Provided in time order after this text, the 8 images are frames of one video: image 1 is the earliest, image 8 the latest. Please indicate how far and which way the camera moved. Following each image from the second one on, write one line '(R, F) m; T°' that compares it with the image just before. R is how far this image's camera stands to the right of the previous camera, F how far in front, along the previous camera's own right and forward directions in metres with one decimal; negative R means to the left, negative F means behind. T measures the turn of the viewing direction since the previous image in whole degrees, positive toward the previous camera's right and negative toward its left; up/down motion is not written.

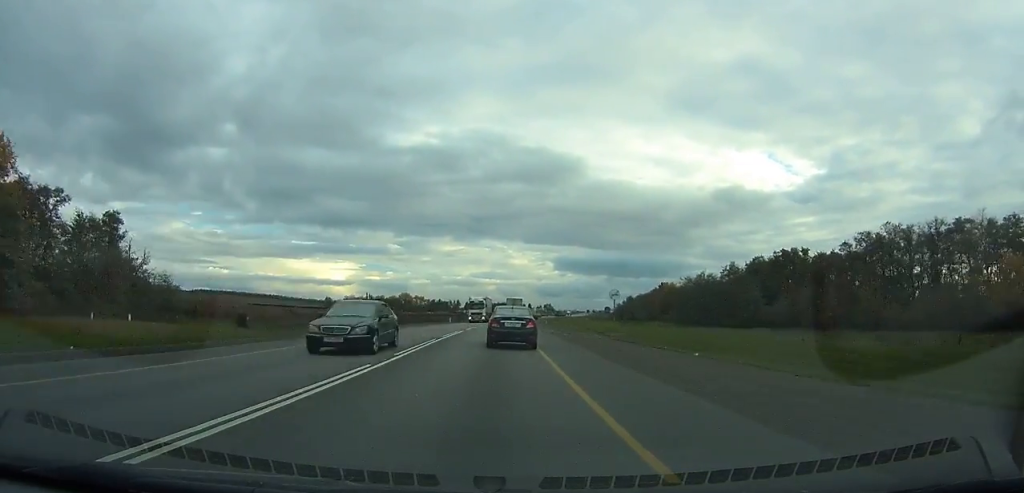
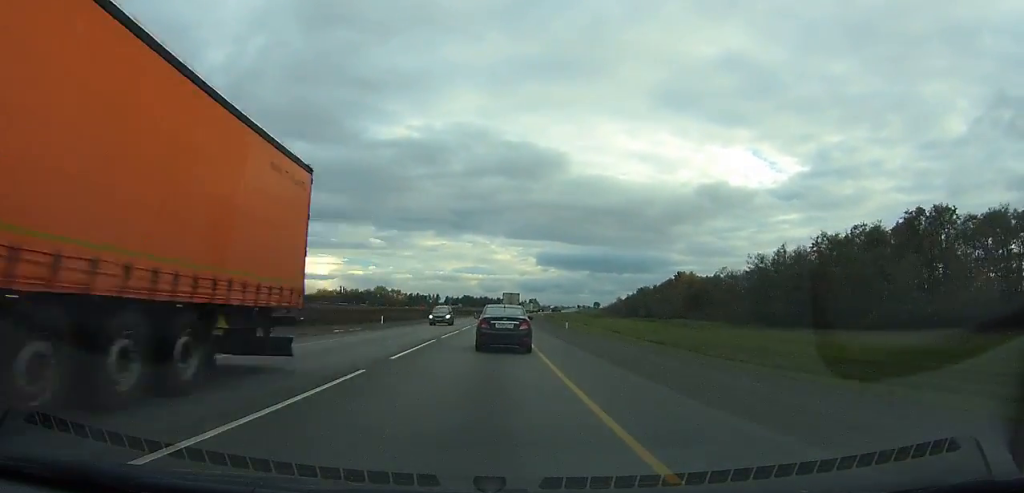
(+0.7, +46.6) m; +1°
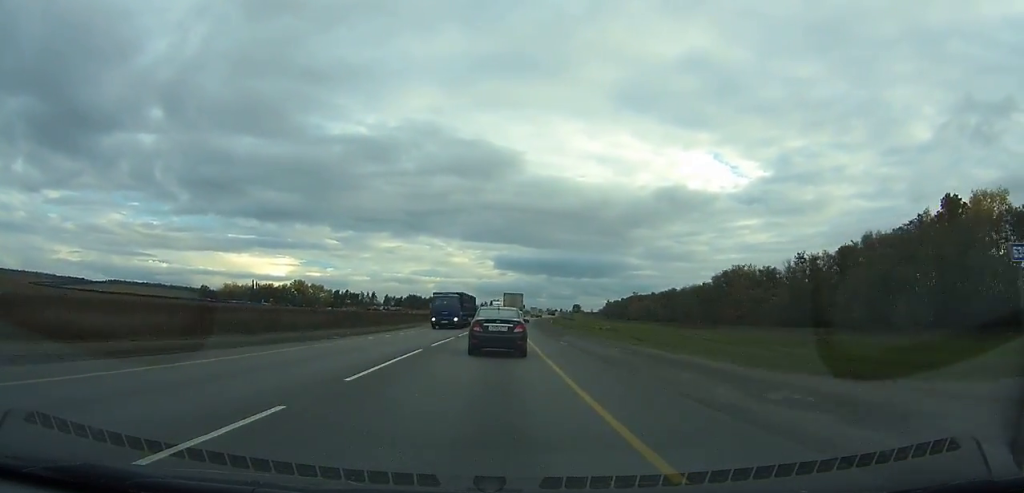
(+6.9, +165.4) m; +5°
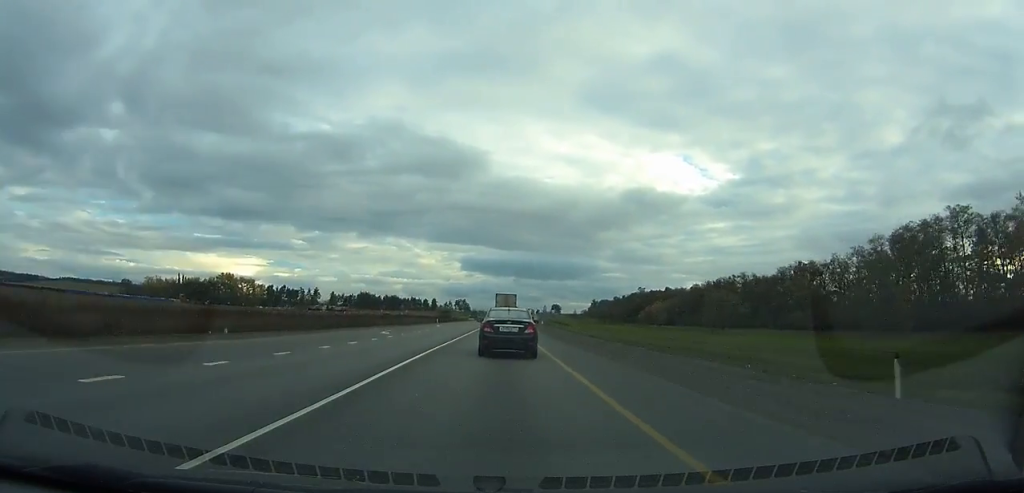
(+2.3, +88.1) m; +3°
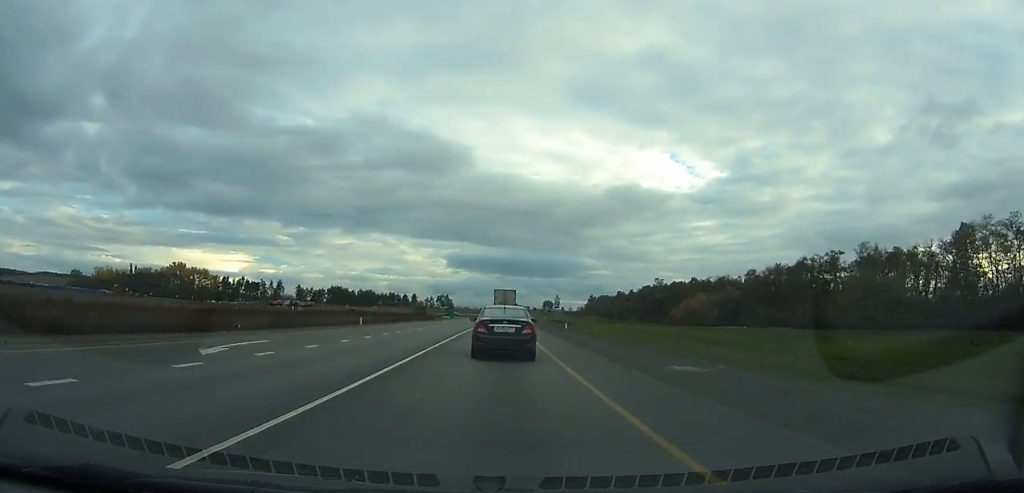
(+0.6, +55.6) m; +2°
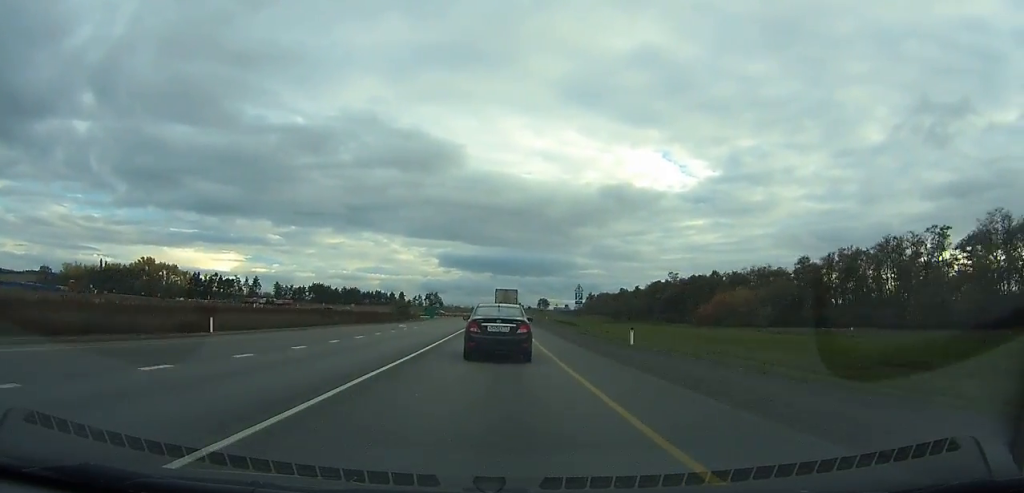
(+0.6, +29.8) m; +1°
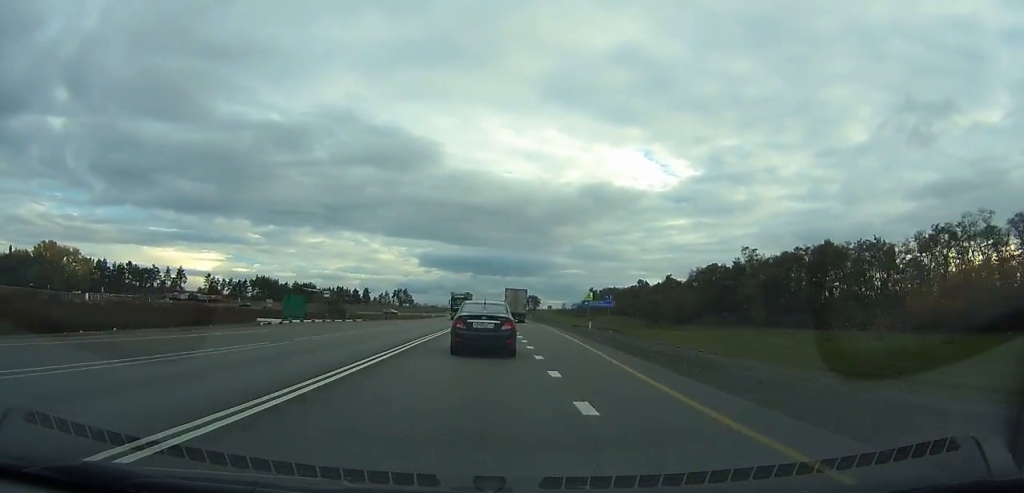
(+1.2, +79.7) m; +2°
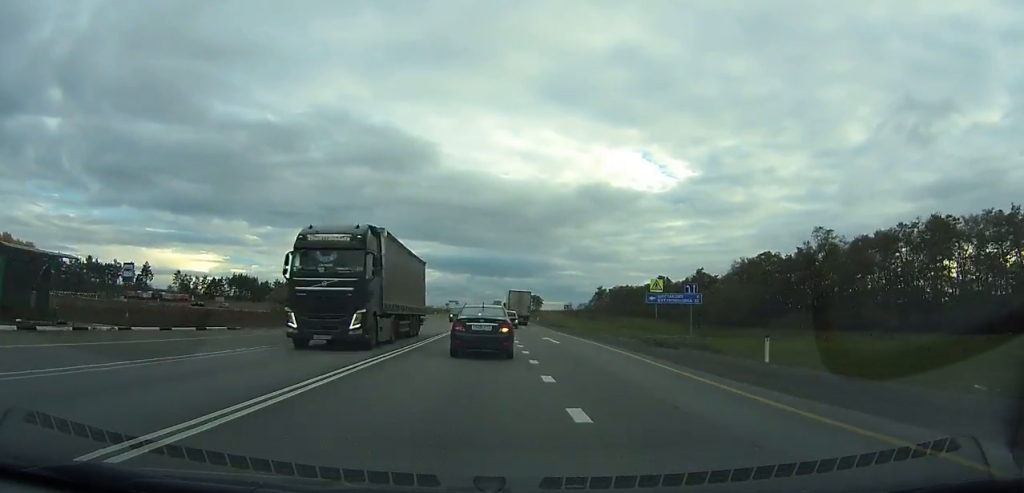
(0.0, +33.9) m; +1°
